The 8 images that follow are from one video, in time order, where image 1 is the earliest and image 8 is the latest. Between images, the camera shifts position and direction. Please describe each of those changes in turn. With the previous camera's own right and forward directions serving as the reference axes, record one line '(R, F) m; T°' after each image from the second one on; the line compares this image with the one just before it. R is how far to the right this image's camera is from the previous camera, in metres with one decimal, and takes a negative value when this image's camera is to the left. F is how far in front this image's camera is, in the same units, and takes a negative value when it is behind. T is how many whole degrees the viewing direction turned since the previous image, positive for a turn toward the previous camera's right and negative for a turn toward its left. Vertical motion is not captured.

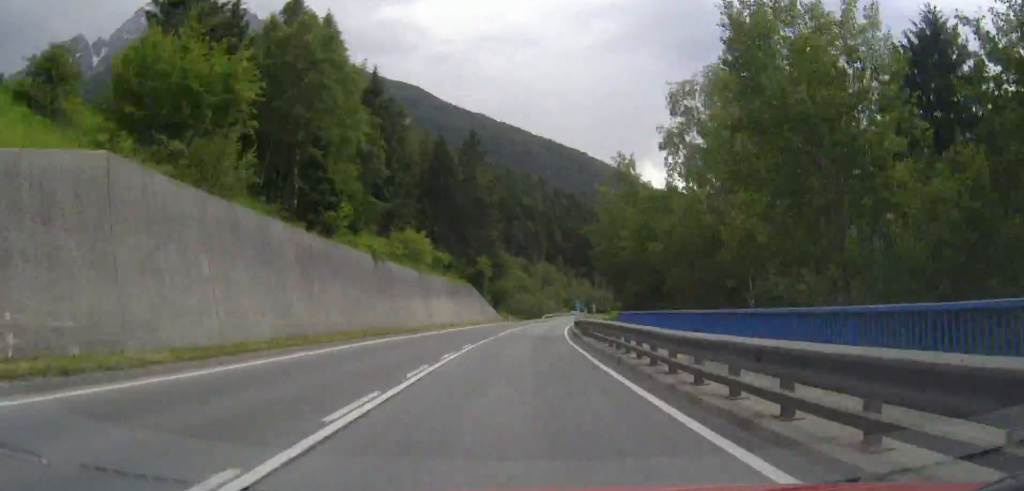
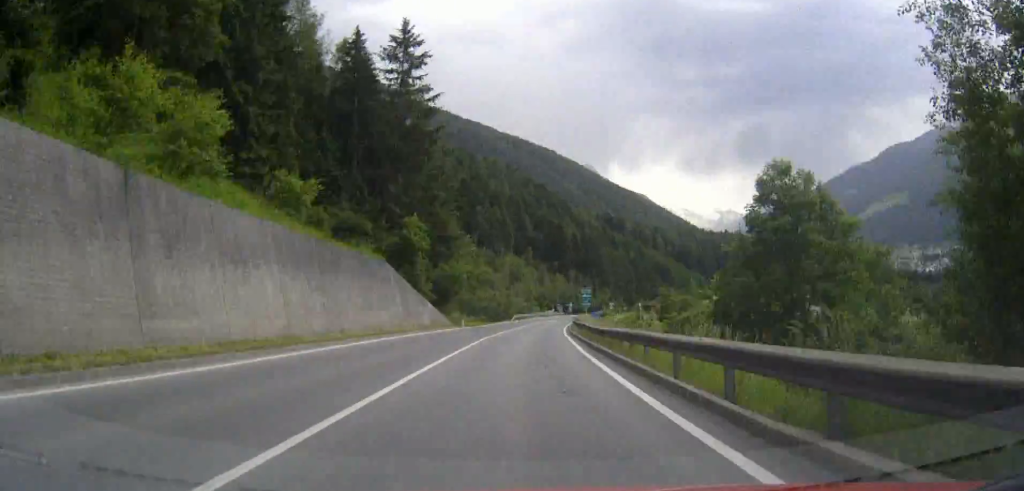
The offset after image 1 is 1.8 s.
(+0.5, +37.3) m; +3°
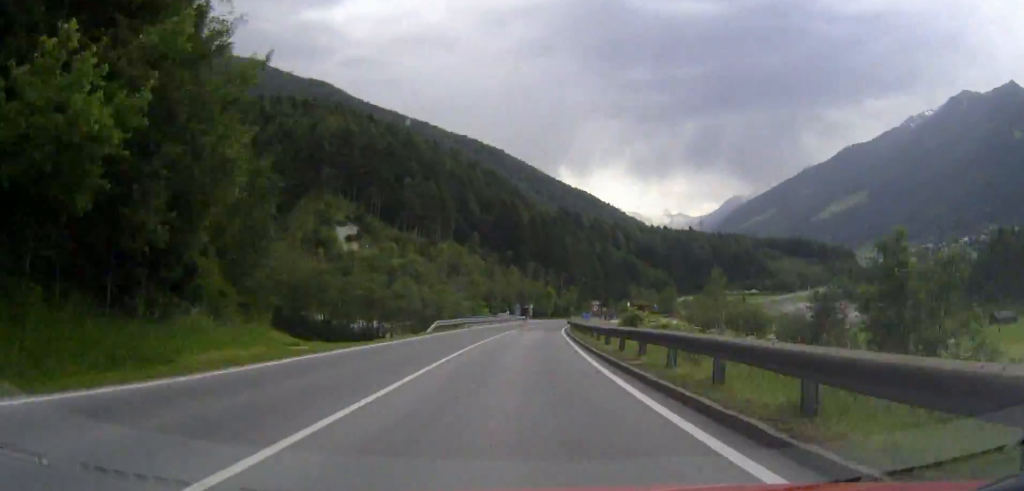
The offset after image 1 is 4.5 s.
(+1.7, +56.1) m; +4°
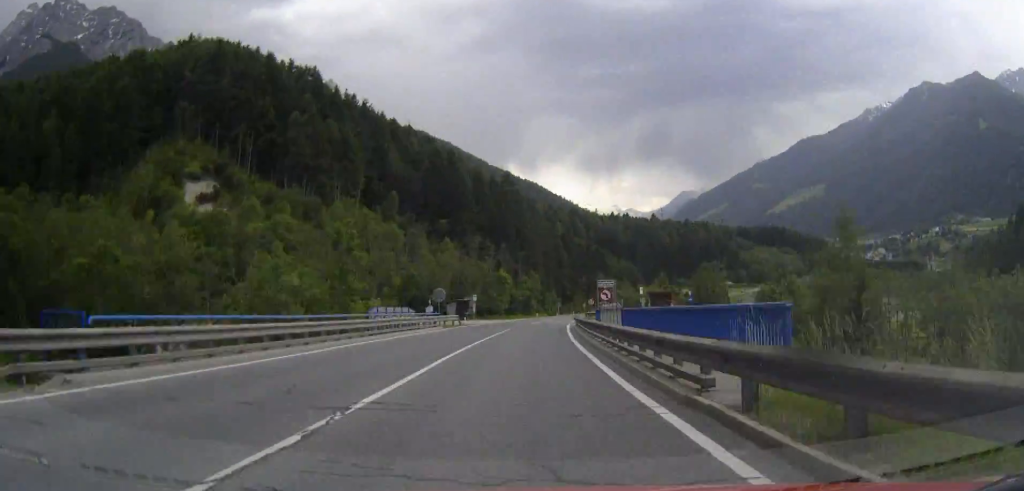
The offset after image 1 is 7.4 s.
(+1.9, +60.3) m; +4°
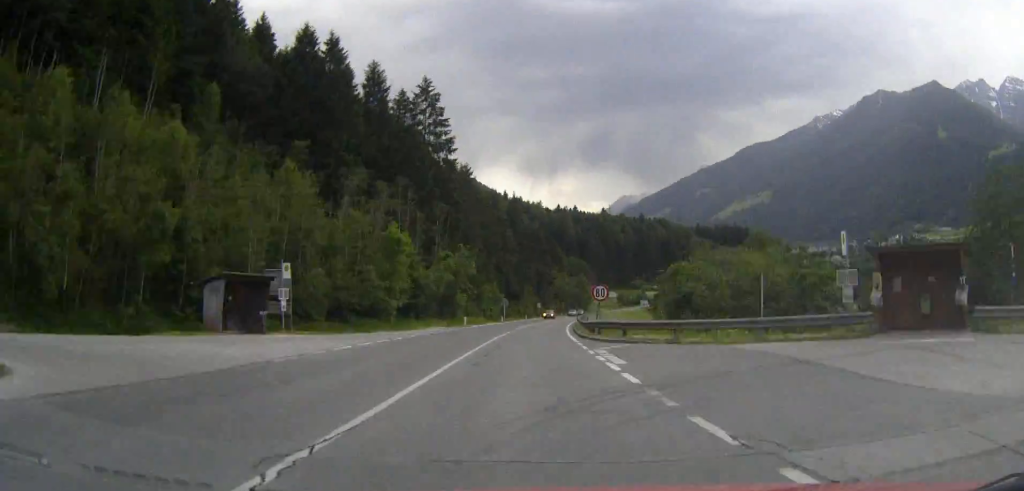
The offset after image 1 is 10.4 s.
(+2.8, +62.4) m; +5°
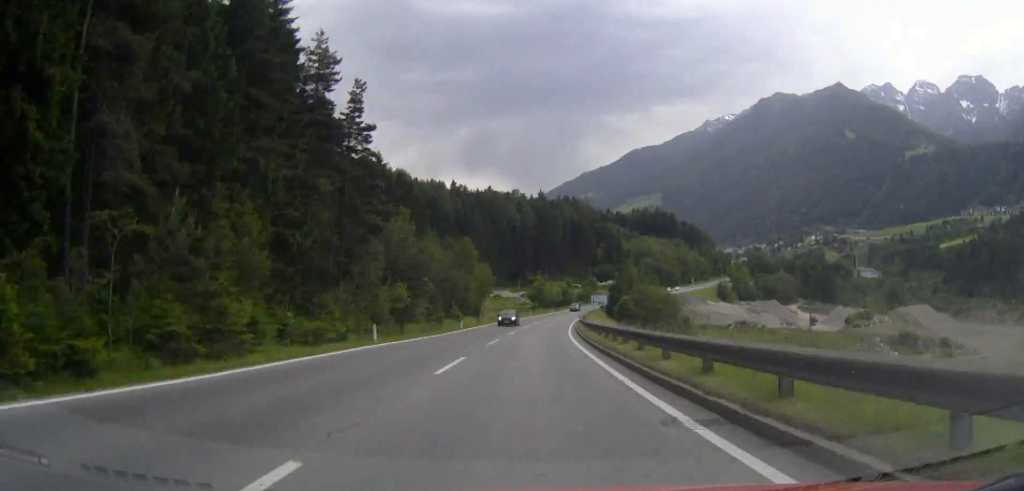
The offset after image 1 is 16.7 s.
(+10.5, +130.7) m; +9°
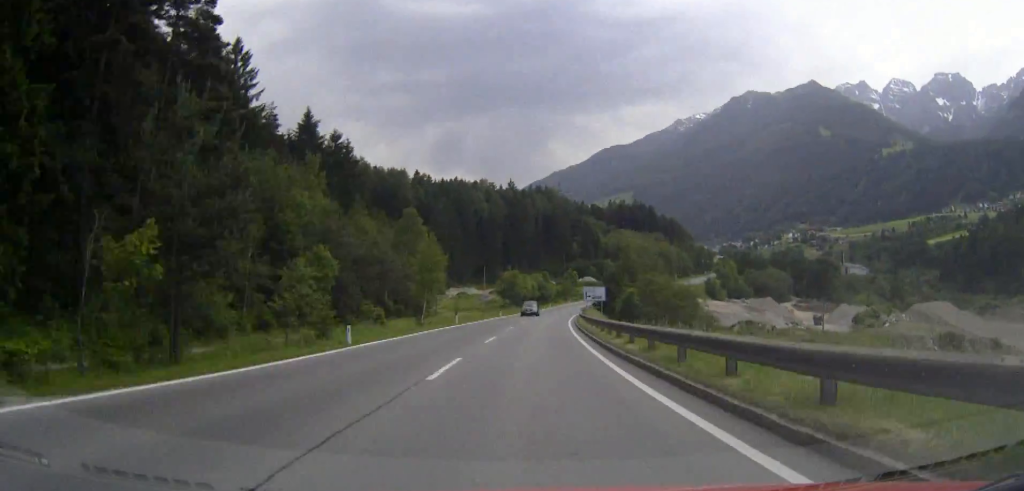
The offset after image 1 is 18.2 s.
(+1.1, +31.1) m; +2°
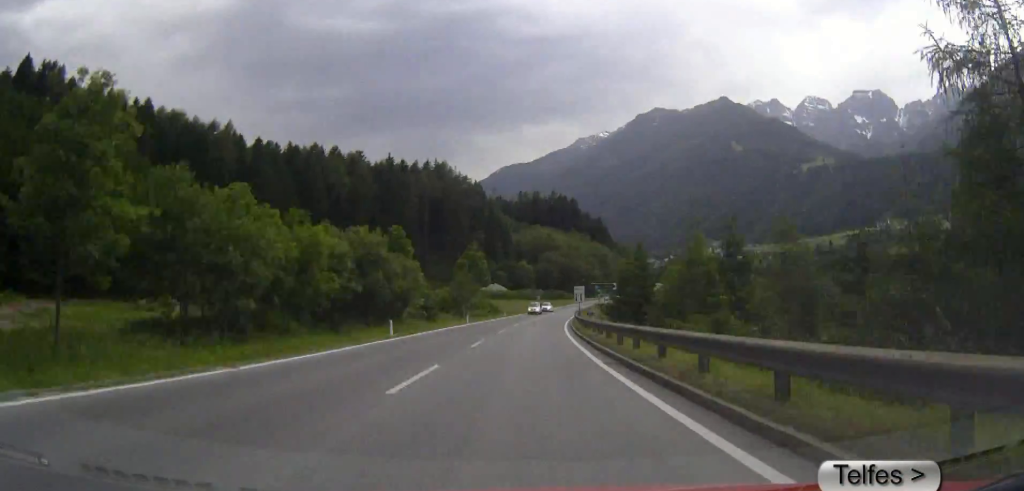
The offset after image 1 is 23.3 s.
(+6.9, +103.4) m; +8°
